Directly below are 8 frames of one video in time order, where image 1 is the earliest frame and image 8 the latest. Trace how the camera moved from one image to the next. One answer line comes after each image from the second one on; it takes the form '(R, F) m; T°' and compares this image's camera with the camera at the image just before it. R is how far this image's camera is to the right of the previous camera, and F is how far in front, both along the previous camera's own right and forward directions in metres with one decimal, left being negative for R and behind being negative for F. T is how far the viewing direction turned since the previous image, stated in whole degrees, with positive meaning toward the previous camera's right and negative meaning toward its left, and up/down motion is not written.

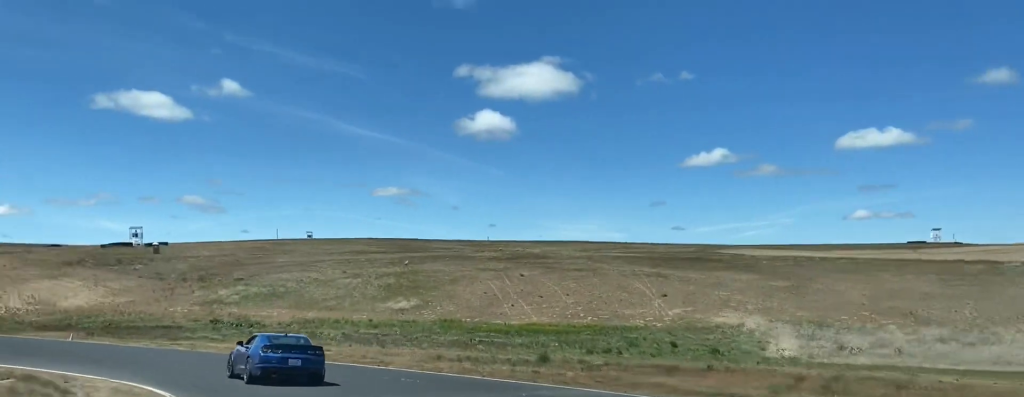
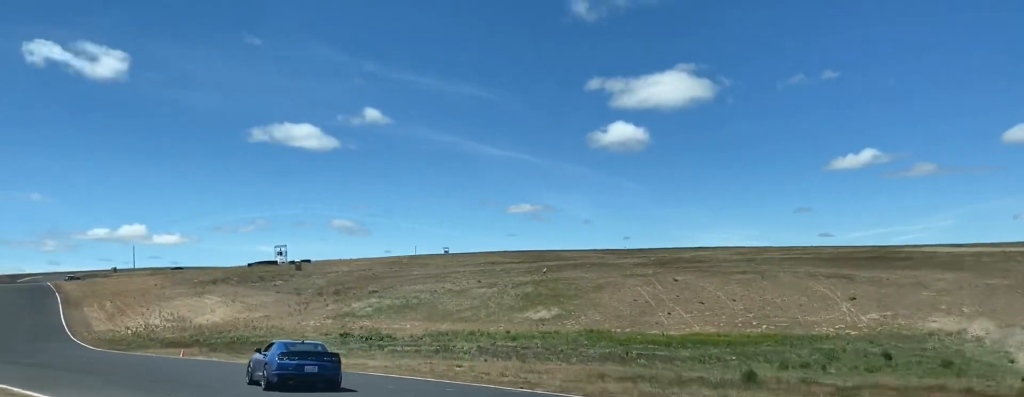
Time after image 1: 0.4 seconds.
(-0.5, +9.4) m; -10°
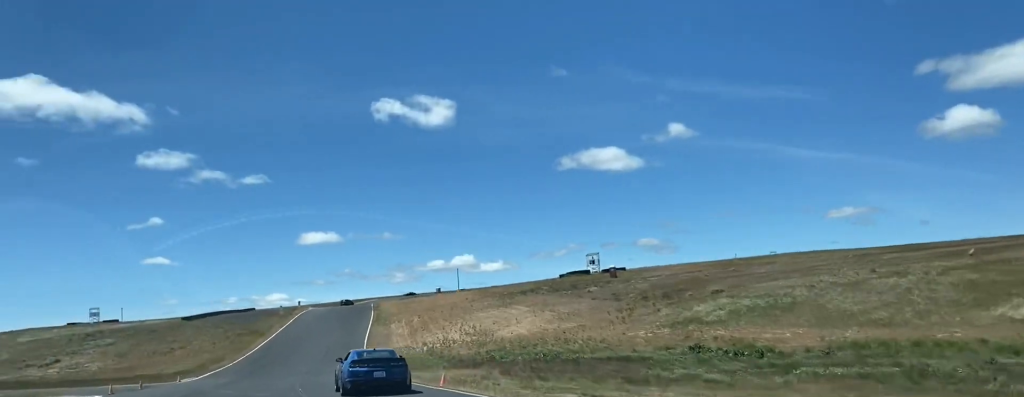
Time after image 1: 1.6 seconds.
(-5.6, +25.2) m; -22°
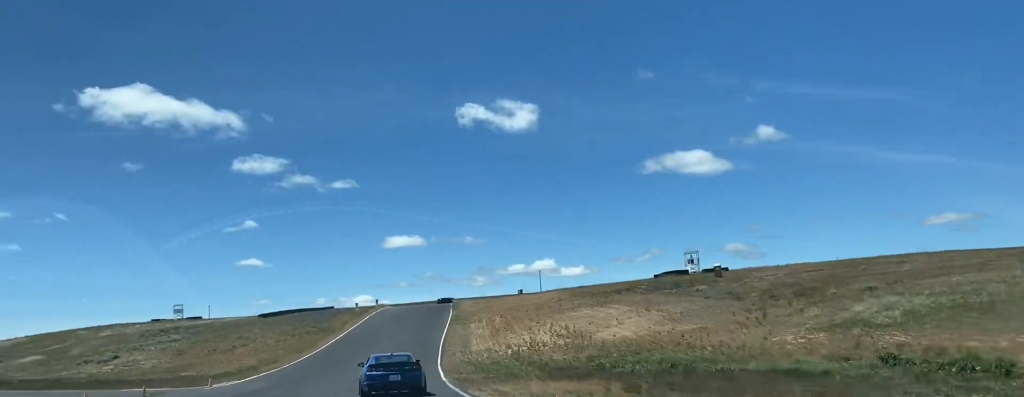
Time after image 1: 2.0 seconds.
(-1.0, +11.8) m; -5°
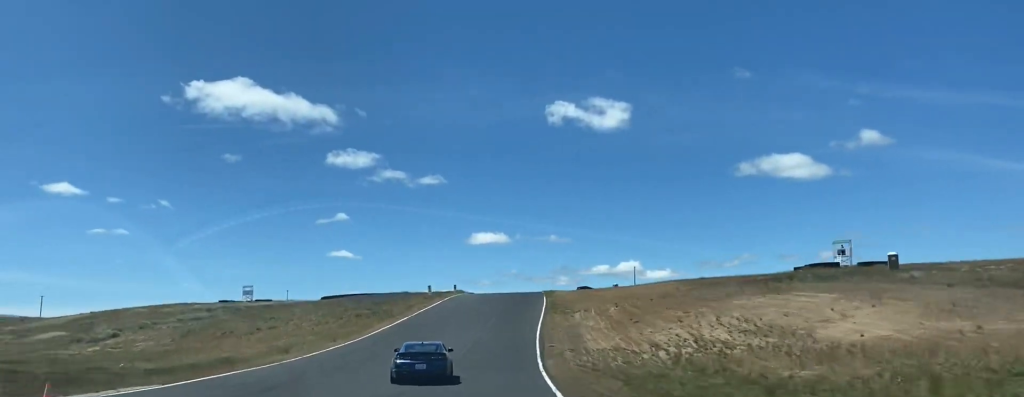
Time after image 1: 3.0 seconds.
(-1.9, +25.0) m; -5°
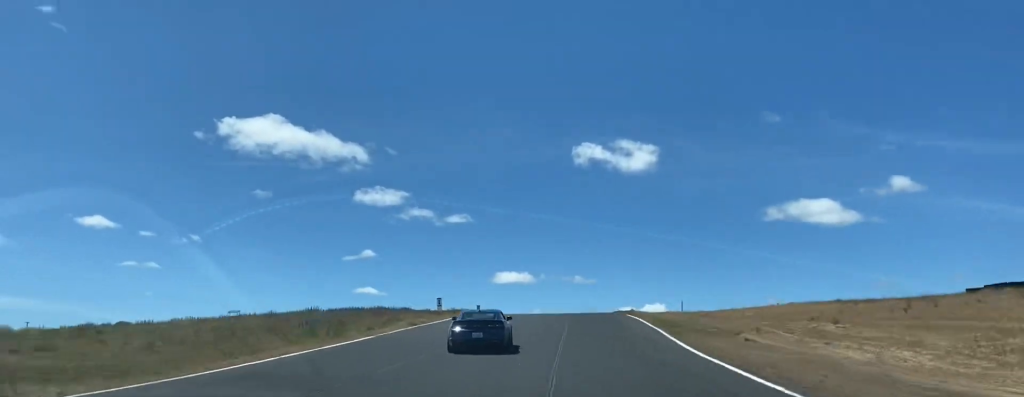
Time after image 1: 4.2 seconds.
(-0.6, +35.7) m; 0°
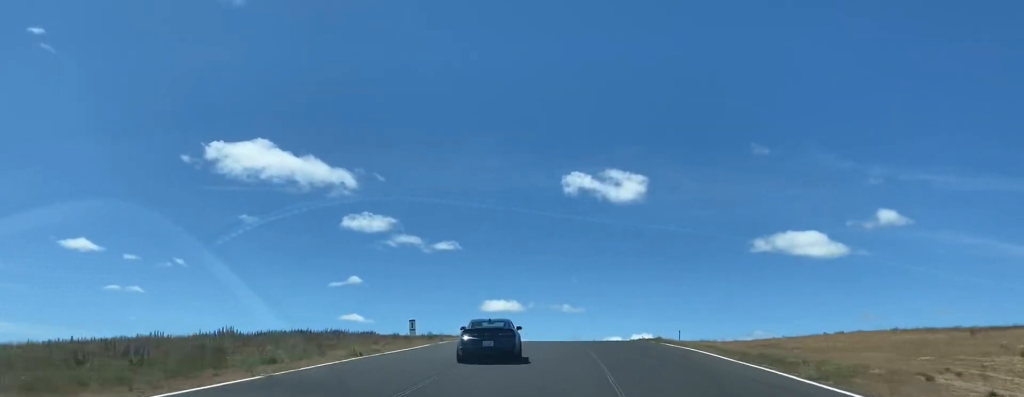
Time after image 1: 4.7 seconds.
(0.0, +13.8) m; +1°
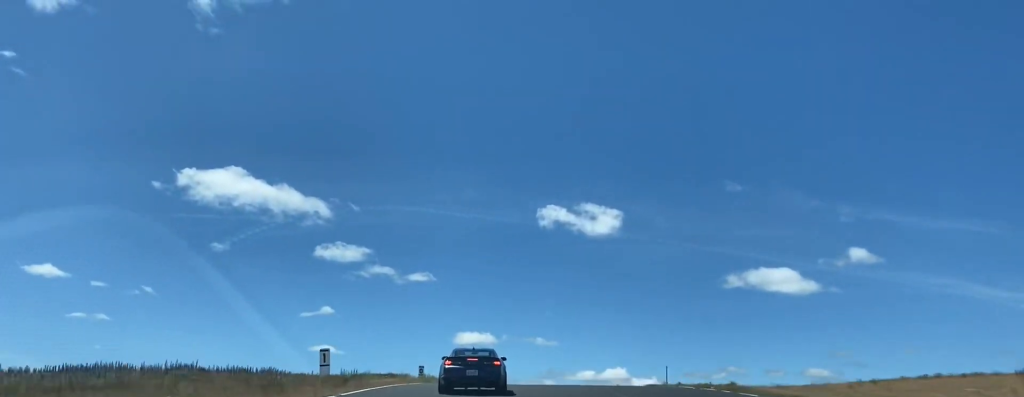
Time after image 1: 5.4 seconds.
(+0.1, +20.1) m; 0°
